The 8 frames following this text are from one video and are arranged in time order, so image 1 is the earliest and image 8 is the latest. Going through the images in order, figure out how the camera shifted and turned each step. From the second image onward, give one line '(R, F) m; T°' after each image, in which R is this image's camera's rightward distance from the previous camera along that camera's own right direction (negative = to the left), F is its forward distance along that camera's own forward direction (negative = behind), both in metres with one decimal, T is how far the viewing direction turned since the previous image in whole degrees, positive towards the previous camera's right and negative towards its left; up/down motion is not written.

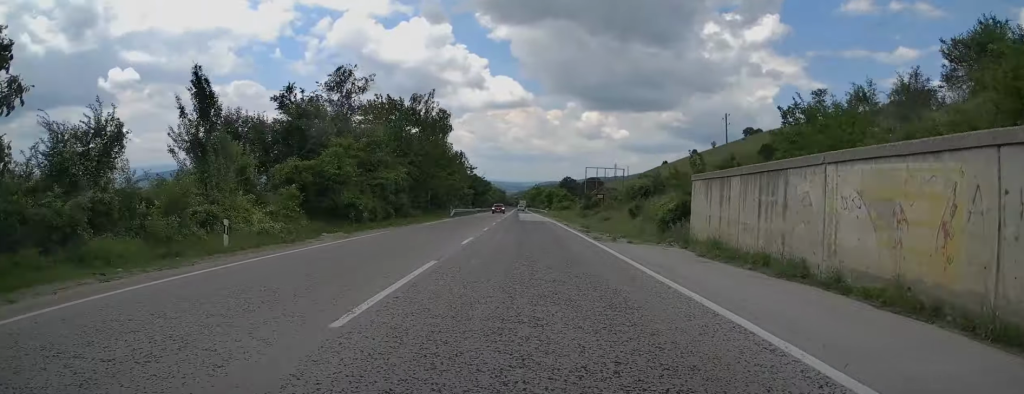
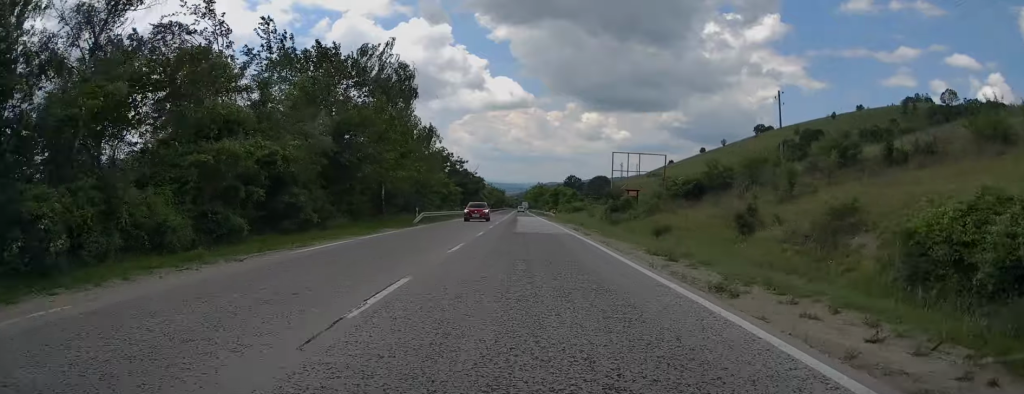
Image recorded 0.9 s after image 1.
(0.0, +20.7) m; 0°
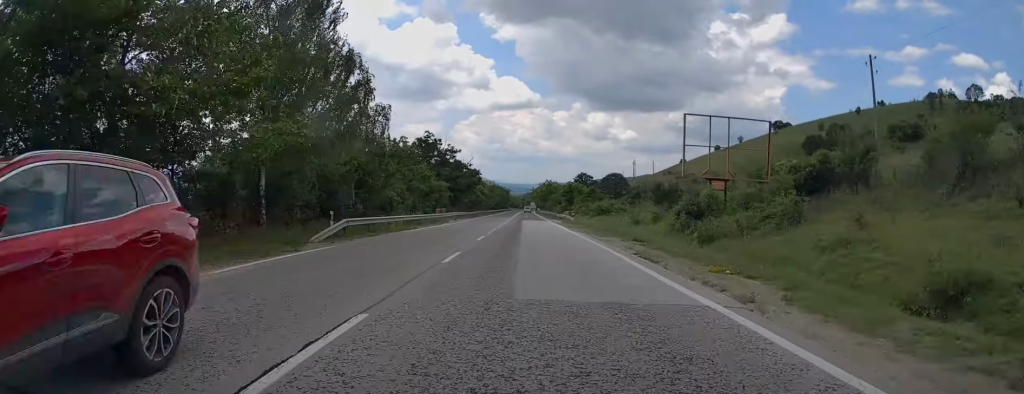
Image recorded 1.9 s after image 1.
(0.0, +20.7) m; 0°
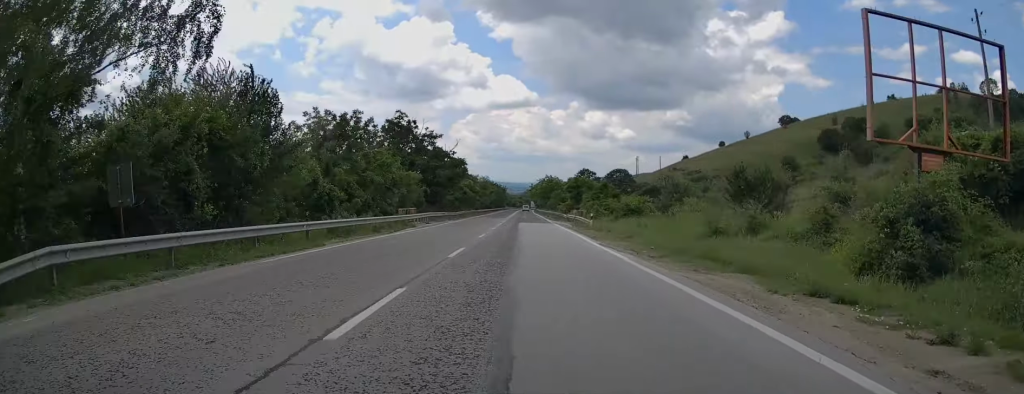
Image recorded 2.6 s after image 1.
(0.0, +16.3) m; 0°
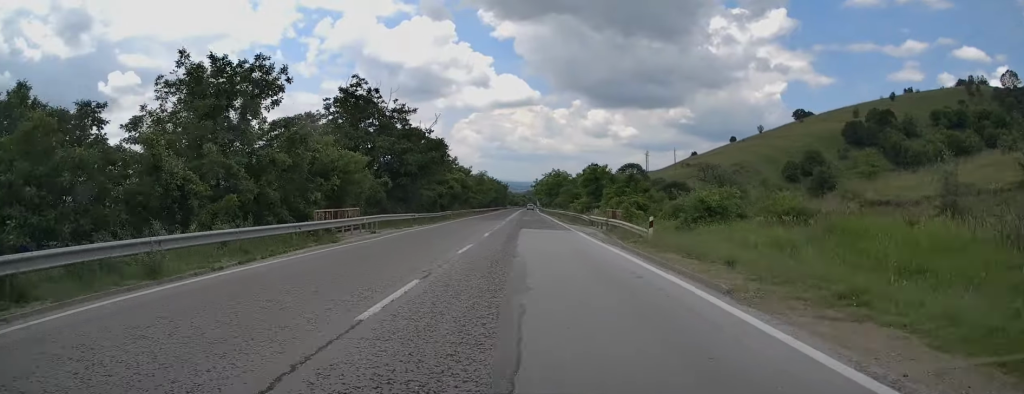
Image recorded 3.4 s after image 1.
(0.0, +17.1) m; 0°
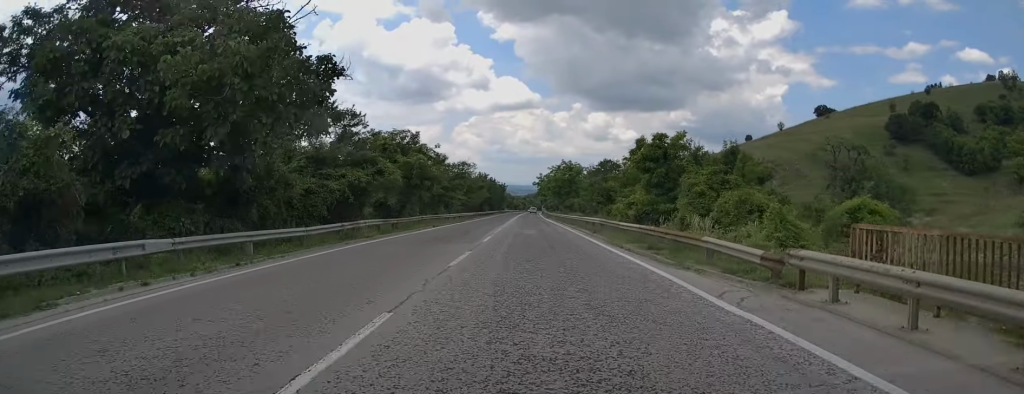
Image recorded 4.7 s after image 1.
(0.0, +29.2) m; 0°
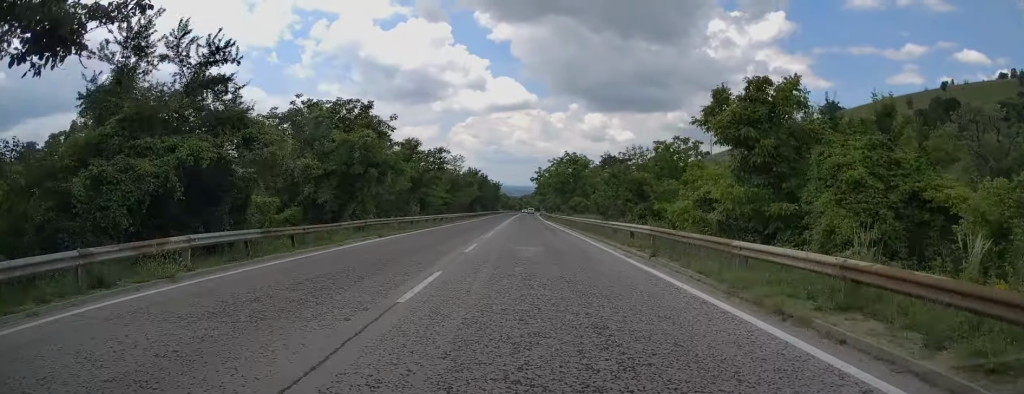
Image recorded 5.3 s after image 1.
(0.0, +14.3) m; 0°
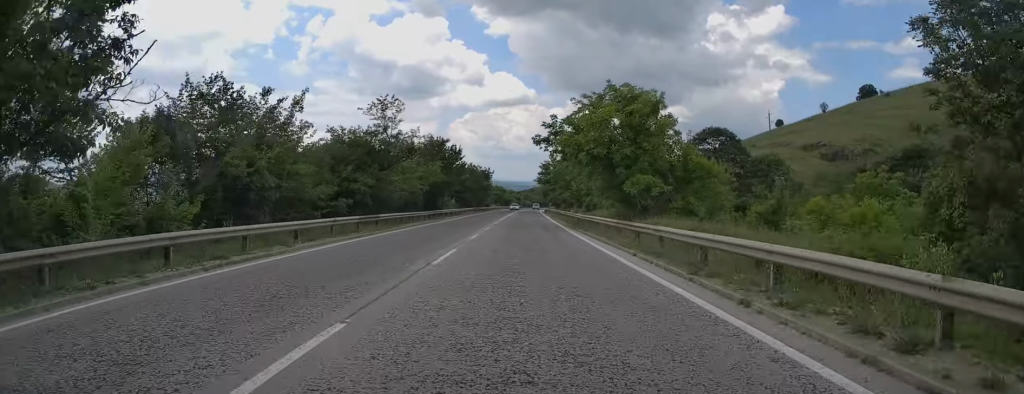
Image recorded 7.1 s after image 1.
(0.0, +40.5) m; 0°
